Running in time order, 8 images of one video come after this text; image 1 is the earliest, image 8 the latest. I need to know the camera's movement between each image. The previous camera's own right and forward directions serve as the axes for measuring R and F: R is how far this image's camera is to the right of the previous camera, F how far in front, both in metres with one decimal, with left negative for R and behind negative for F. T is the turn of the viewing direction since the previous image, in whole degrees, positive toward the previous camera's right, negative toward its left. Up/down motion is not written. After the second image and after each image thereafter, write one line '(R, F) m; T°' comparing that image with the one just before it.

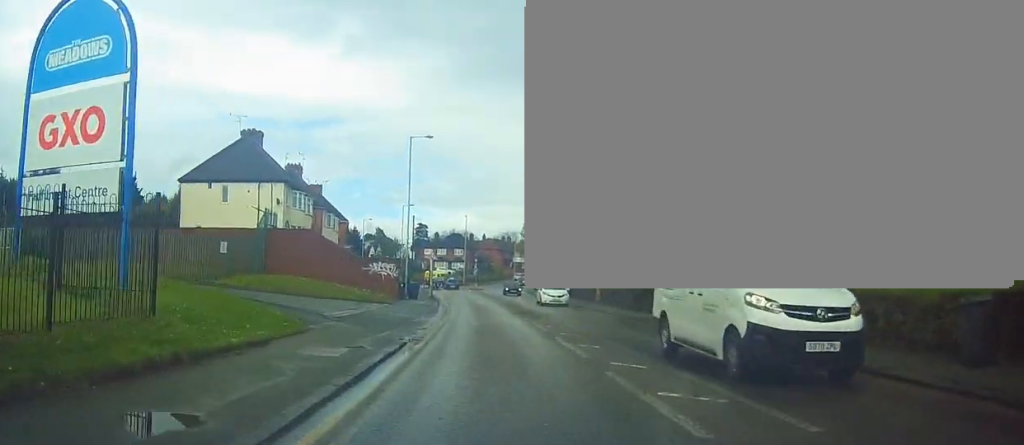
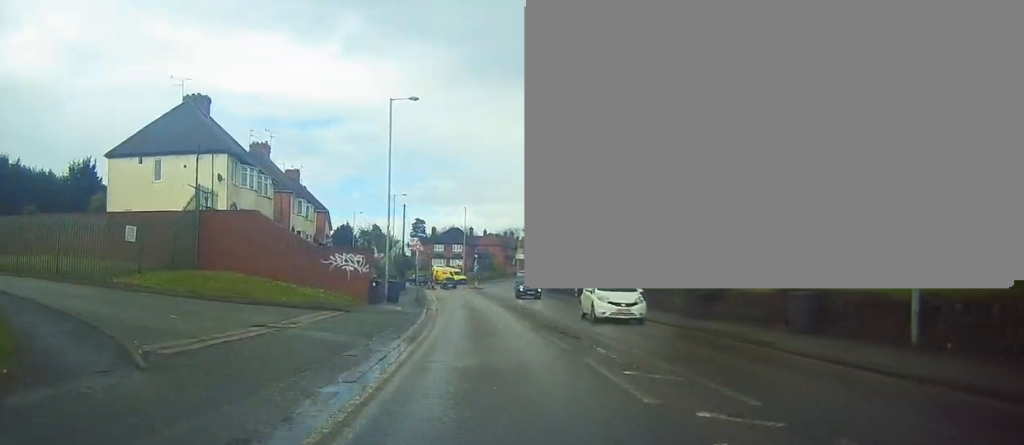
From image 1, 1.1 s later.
(0.0, +10.3) m; 0°
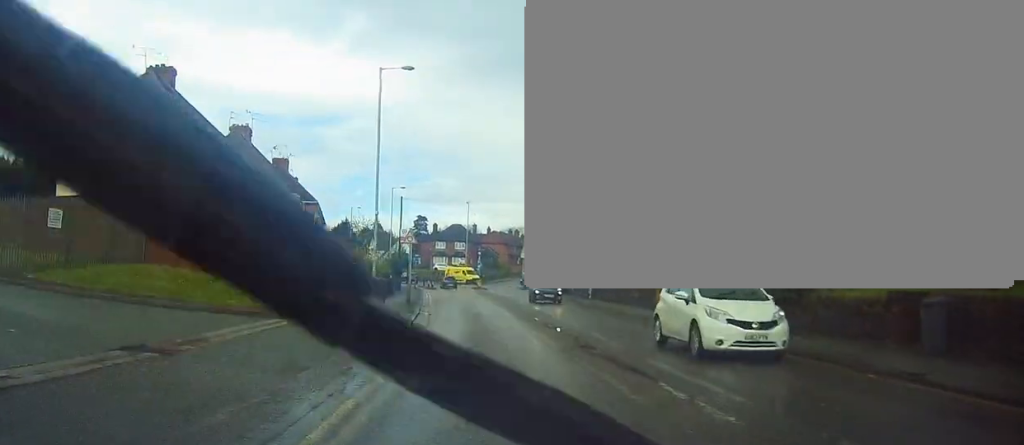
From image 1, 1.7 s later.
(0.0, +5.8) m; 0°
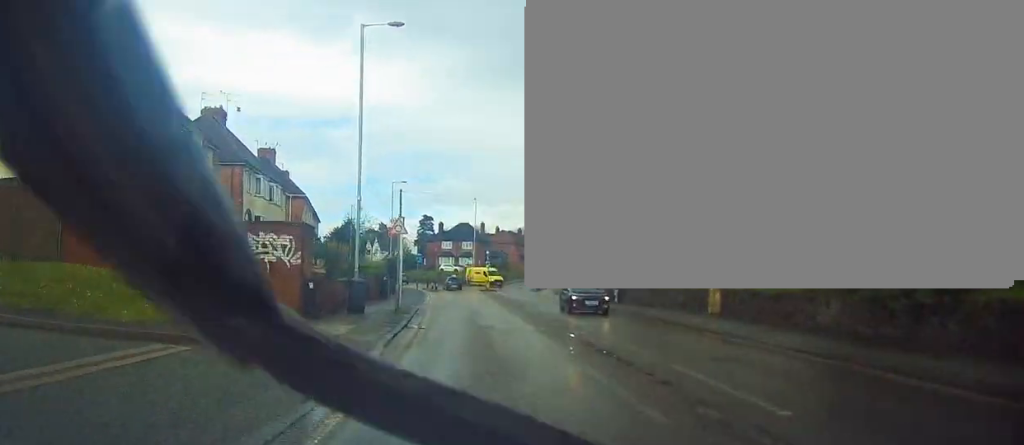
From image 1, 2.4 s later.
(0.0, +6.7) m; 0°
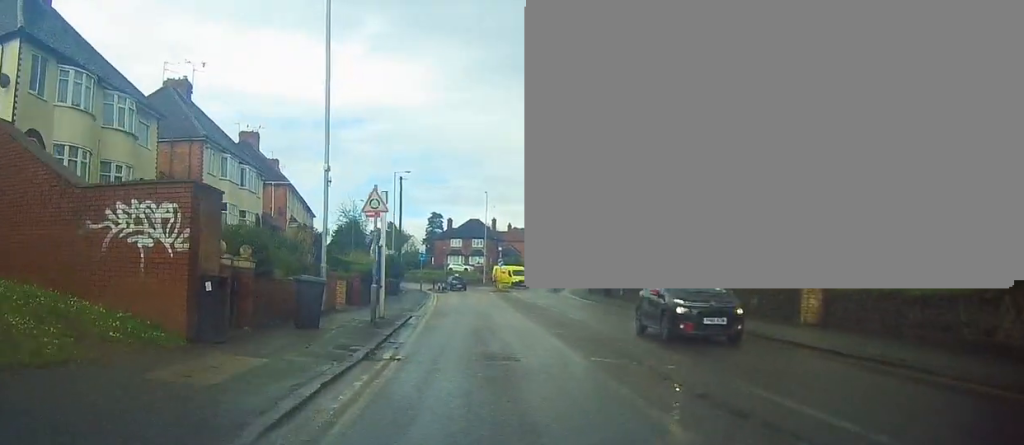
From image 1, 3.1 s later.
(0.0, +7.3) m; -1°
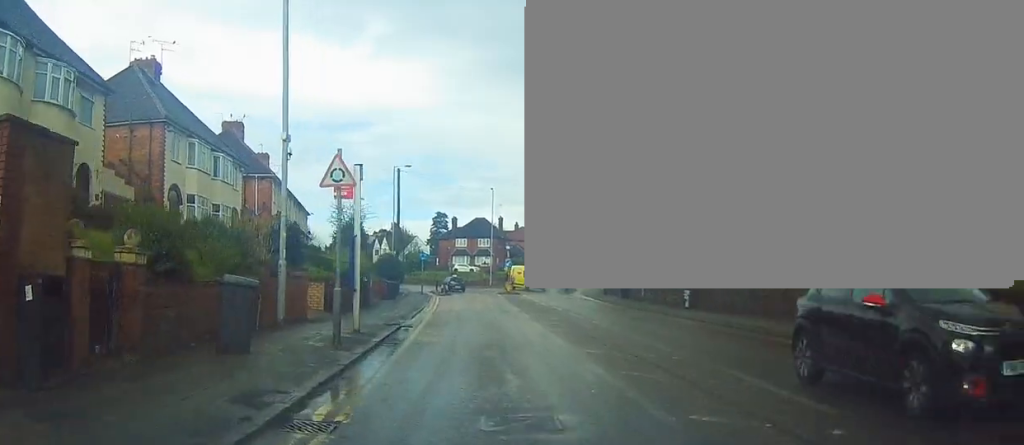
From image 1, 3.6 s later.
(+0.1, +4.8) m; -1°
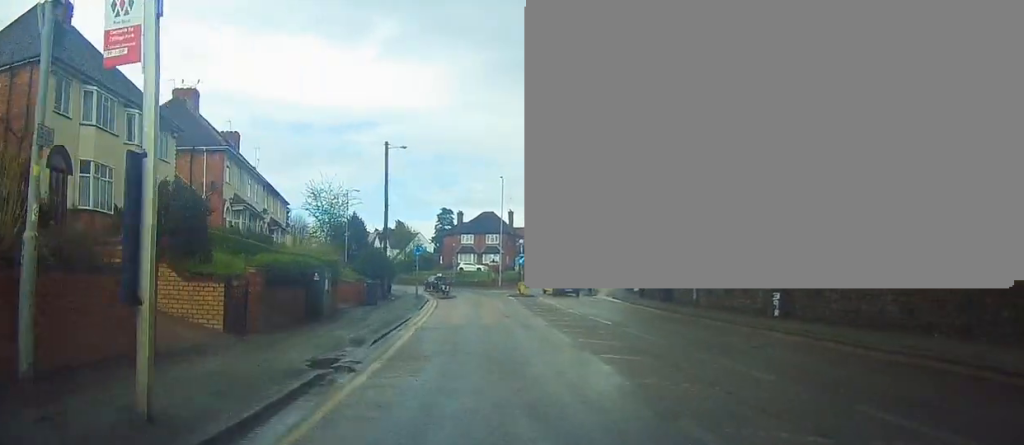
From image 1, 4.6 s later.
(-0.3, +9.6) m; -1°
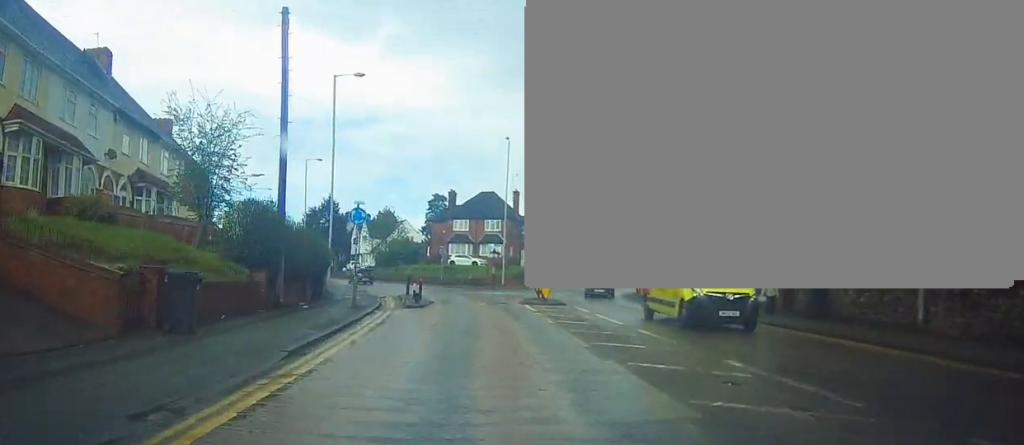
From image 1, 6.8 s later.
(+0.7, +20.0) m; +3°
